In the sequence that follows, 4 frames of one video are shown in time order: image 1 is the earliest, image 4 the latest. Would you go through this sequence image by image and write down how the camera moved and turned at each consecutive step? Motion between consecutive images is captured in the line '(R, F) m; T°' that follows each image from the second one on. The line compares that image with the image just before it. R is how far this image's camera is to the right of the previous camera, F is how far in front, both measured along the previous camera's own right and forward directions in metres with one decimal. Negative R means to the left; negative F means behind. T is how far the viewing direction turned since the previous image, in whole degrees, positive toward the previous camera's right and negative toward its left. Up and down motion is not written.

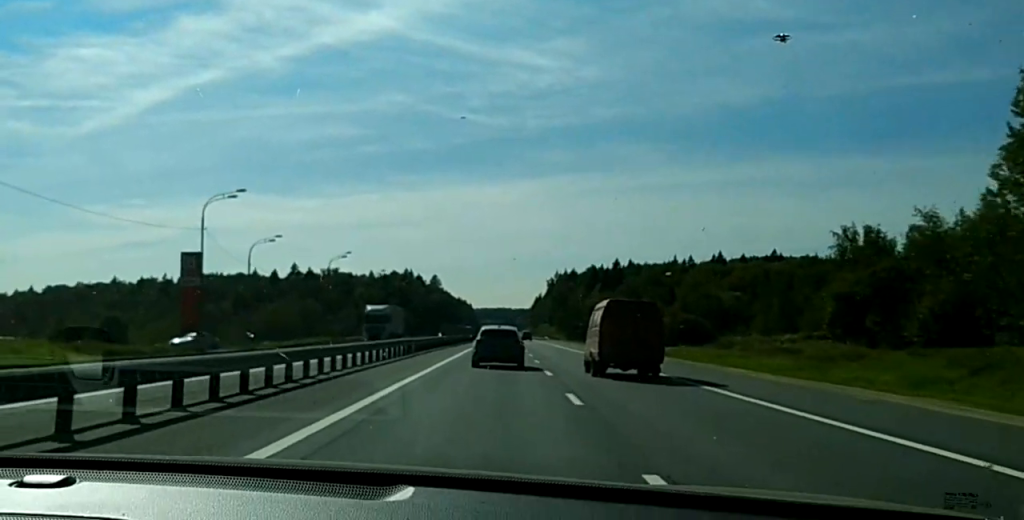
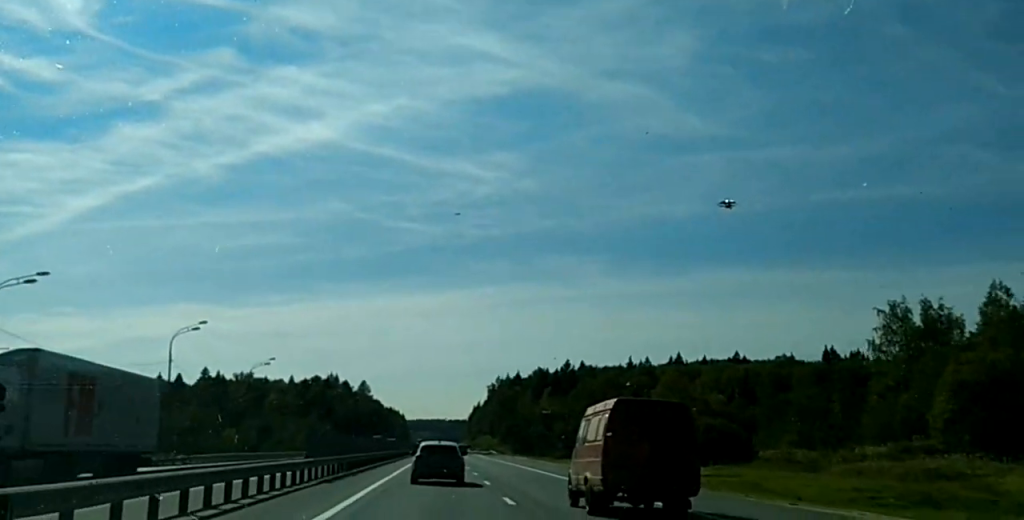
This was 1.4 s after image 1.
(+0.1, +39.1) m; +1°
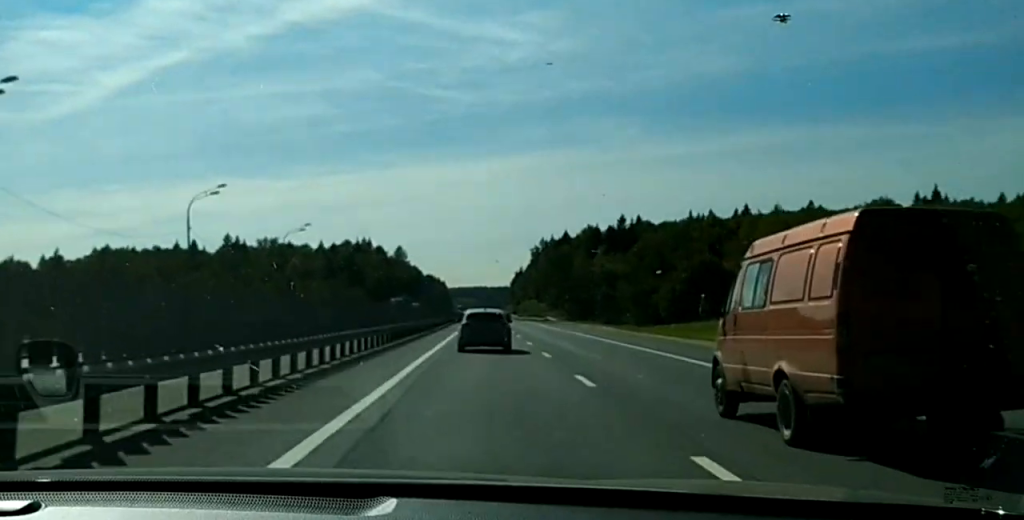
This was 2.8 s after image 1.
(+0.8, +37.9) m; +2°
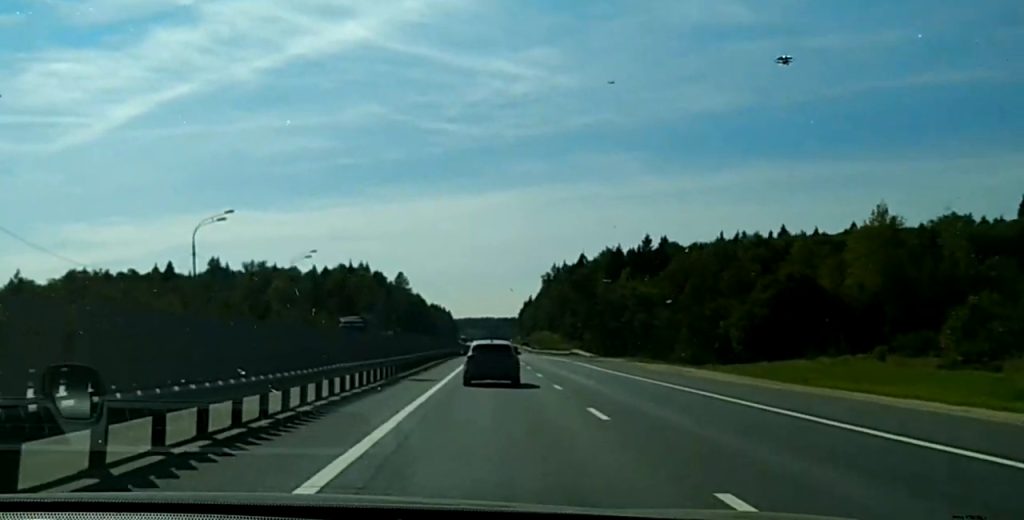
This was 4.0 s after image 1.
(-0.1, +32.7) m; -1°
